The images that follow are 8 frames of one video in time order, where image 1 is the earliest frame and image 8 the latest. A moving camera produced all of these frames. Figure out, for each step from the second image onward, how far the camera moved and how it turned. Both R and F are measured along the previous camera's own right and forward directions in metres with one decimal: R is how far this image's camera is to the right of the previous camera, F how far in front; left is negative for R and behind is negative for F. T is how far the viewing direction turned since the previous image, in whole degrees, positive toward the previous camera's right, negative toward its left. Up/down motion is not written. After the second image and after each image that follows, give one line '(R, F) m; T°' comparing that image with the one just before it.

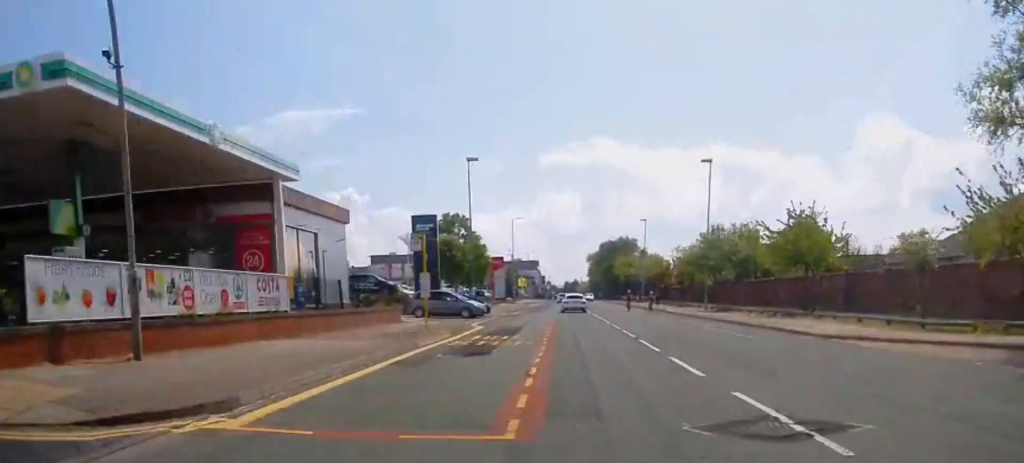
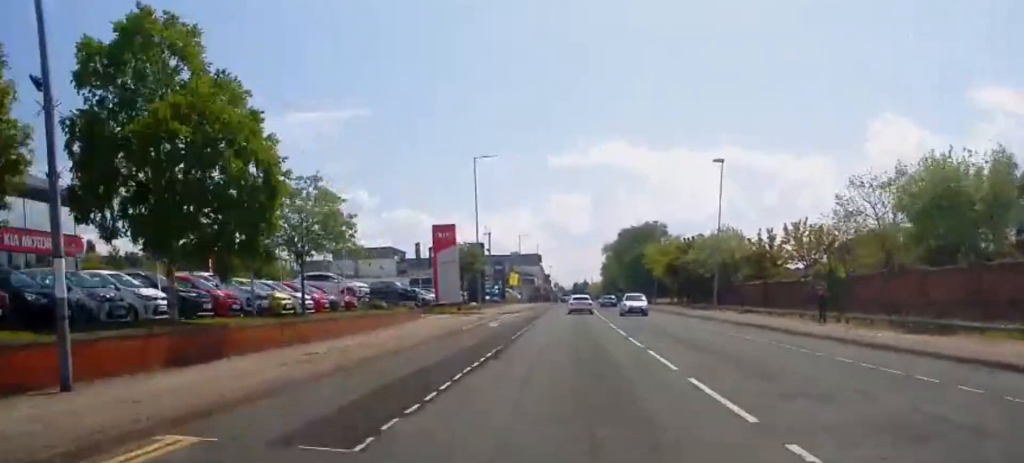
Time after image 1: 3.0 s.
(+0.6, +52.4) m; +1°
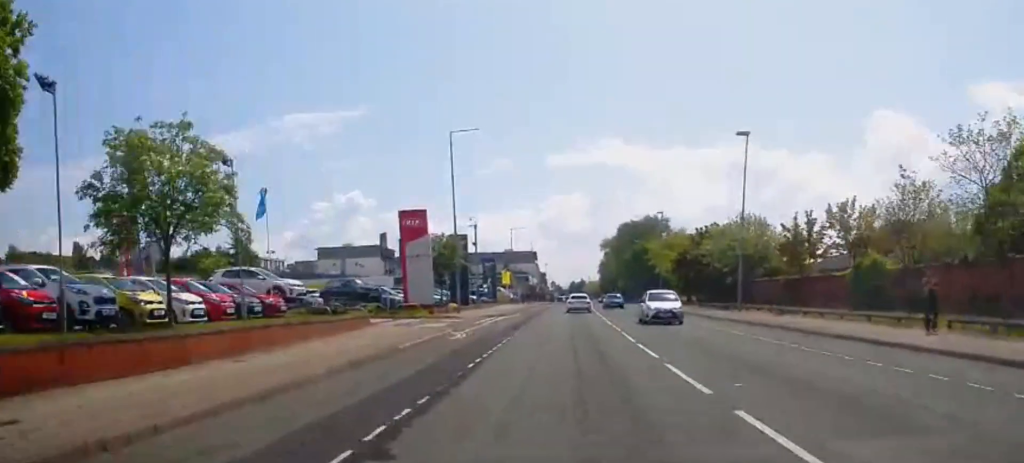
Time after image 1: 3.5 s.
(+0.1, +10.0) m; 0°
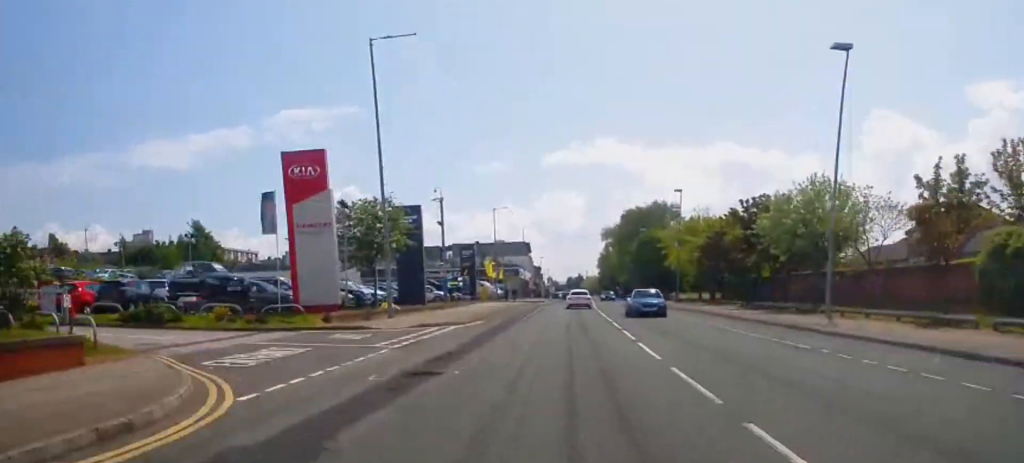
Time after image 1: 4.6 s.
(-0.2, +19.1) m; -1°
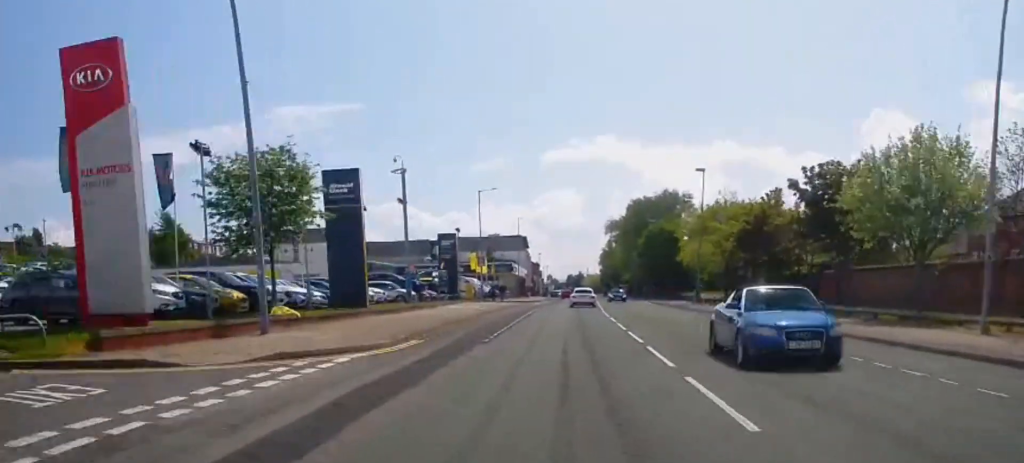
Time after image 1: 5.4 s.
(-0.1, +14.2) m; +1°
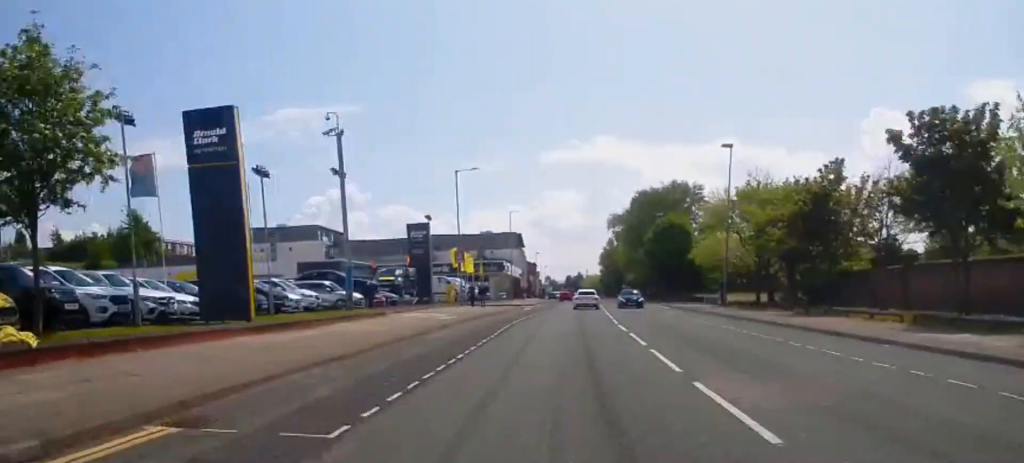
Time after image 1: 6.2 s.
(+0.1, +13.4) m; 0°
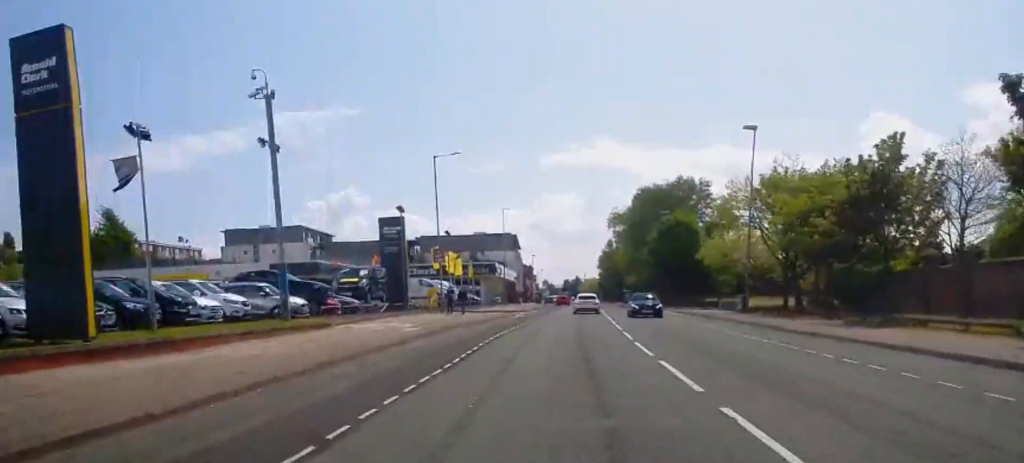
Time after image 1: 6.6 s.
(+0.1, +7.7) m; 0°
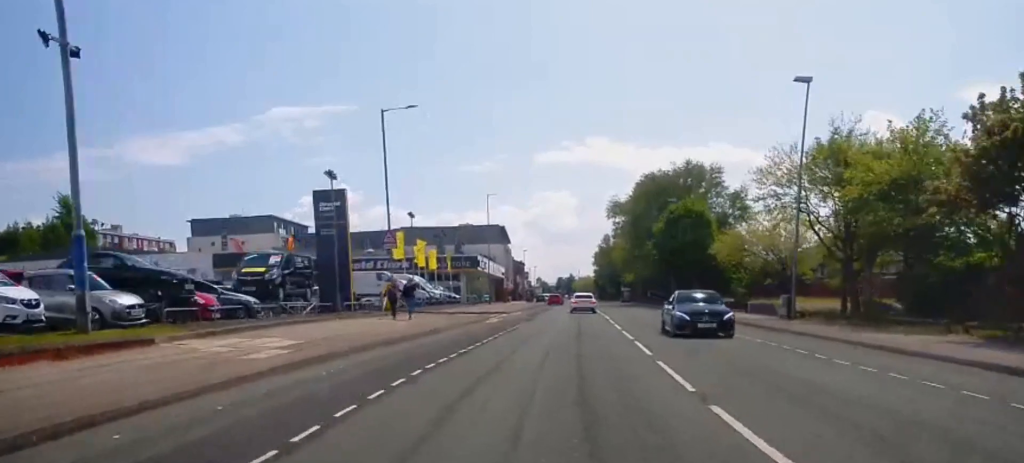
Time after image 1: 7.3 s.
(-0.2, +12.5) m; 0°
